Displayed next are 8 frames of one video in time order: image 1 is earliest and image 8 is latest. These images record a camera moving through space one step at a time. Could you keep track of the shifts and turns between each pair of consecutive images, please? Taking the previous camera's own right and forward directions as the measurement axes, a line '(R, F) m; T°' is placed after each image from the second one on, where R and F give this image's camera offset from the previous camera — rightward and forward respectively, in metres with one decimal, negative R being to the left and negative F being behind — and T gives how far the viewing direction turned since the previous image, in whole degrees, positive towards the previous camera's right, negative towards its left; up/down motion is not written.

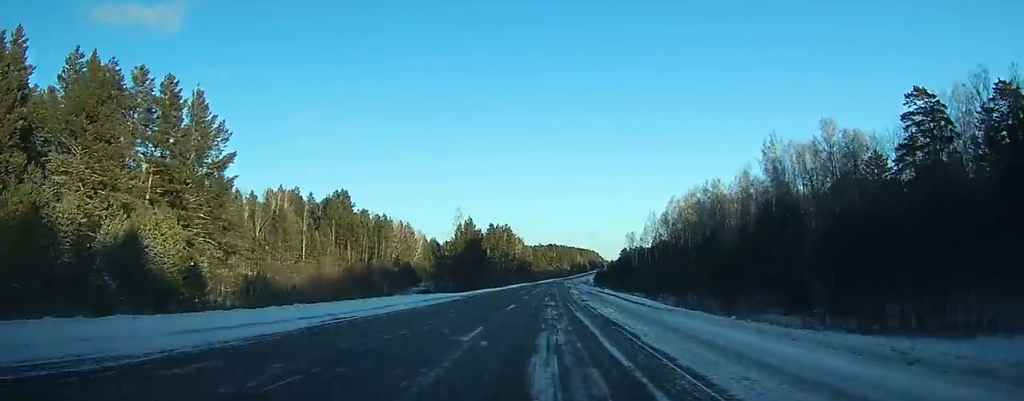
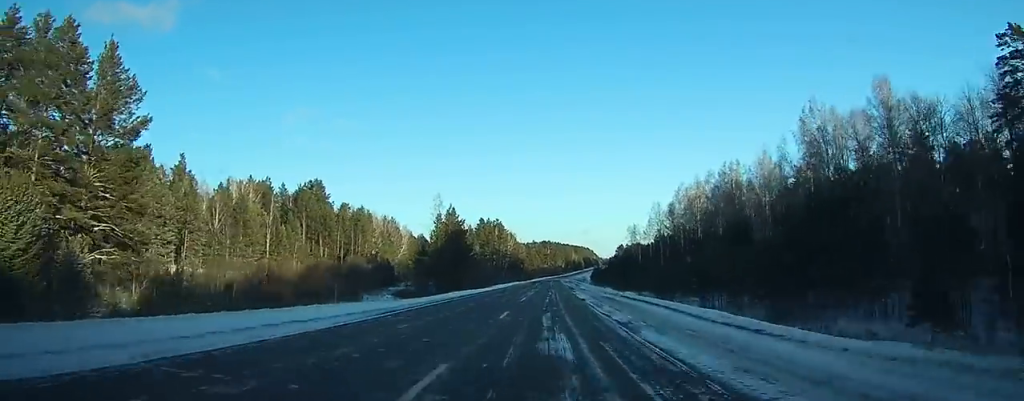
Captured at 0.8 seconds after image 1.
(+0.2, +17.5) m; +1°
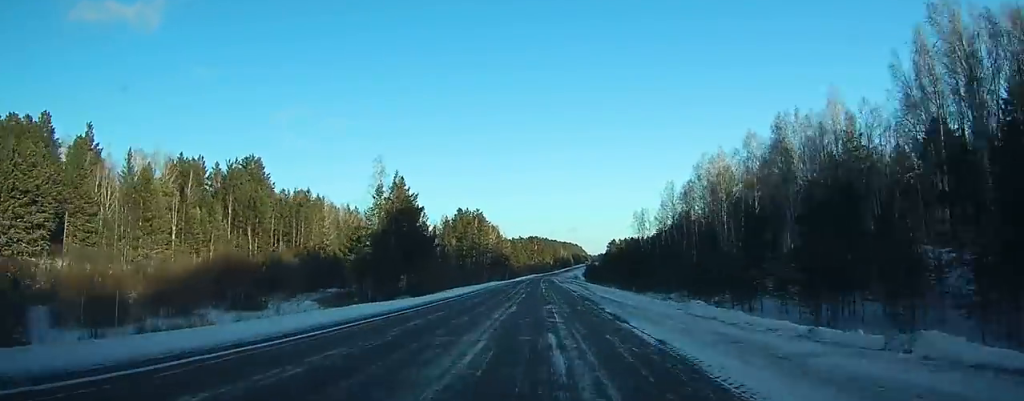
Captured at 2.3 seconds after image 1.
(+0.4, +32.4) m; +1°
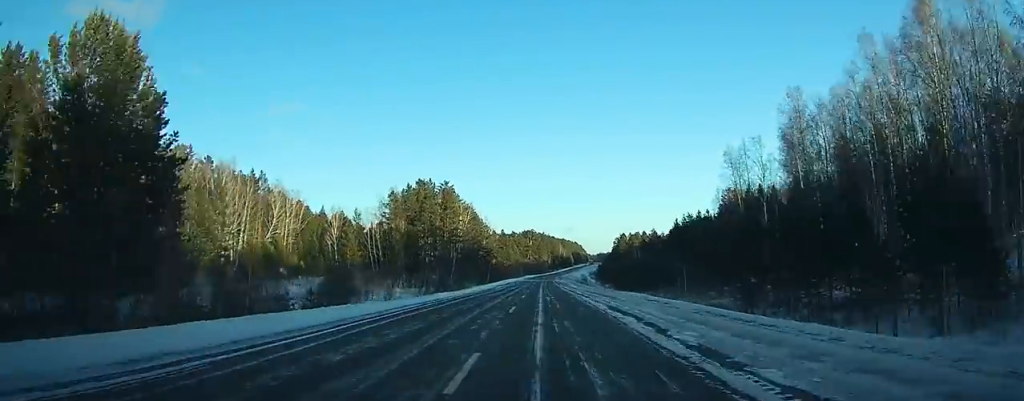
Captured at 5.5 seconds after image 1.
(+0.6, +73.1) m; +1°
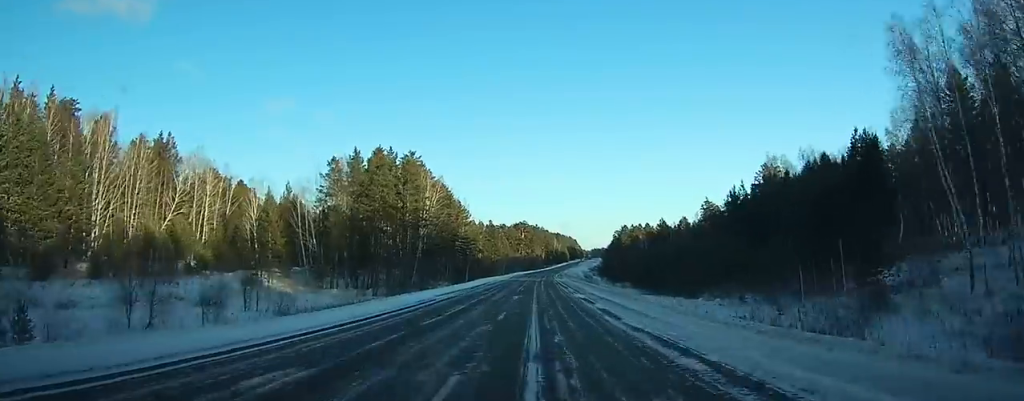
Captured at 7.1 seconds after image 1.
(+0.1, +37.2) m; 0°
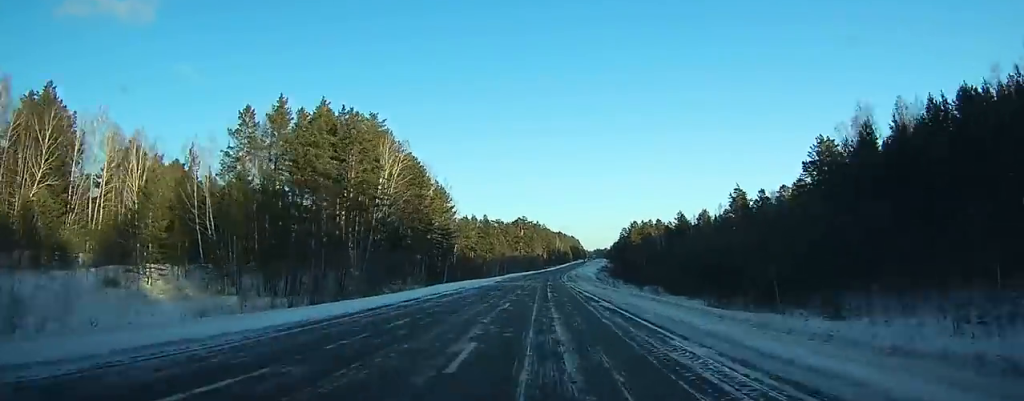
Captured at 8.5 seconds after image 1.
(+0.2, +32.9) m; 0°
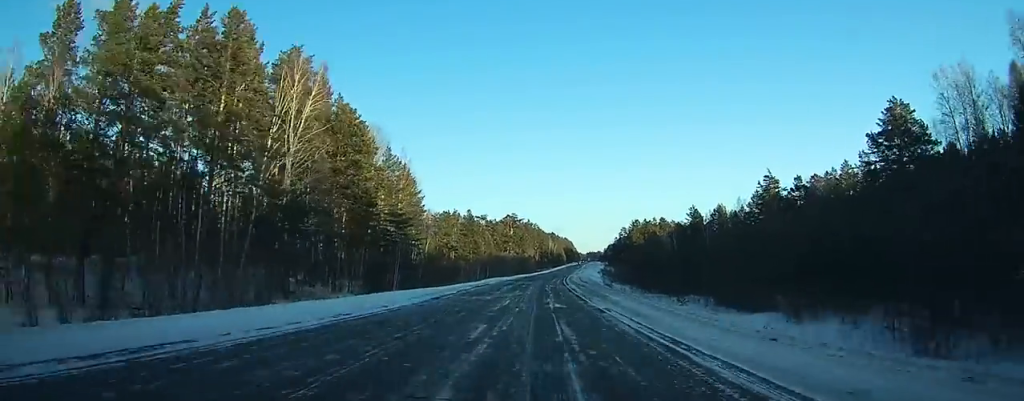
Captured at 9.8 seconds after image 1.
(0.0, +31.6) m; +1°
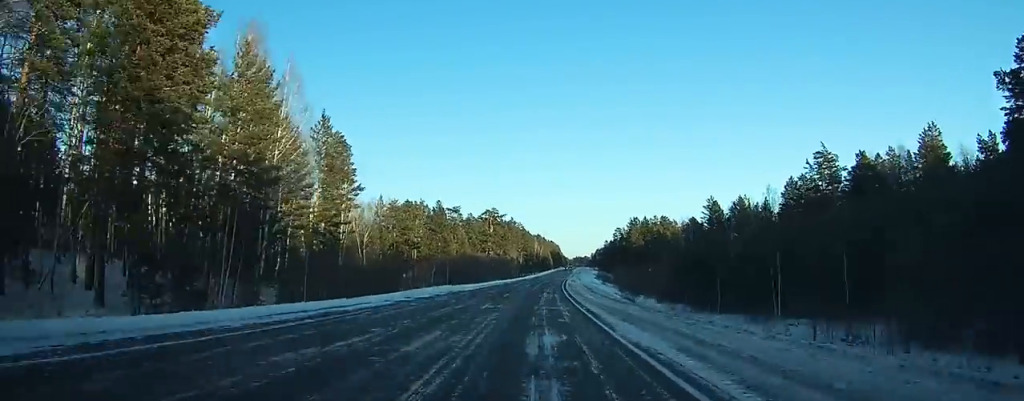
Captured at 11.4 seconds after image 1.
(+0.3, +38.0) m; +1°
